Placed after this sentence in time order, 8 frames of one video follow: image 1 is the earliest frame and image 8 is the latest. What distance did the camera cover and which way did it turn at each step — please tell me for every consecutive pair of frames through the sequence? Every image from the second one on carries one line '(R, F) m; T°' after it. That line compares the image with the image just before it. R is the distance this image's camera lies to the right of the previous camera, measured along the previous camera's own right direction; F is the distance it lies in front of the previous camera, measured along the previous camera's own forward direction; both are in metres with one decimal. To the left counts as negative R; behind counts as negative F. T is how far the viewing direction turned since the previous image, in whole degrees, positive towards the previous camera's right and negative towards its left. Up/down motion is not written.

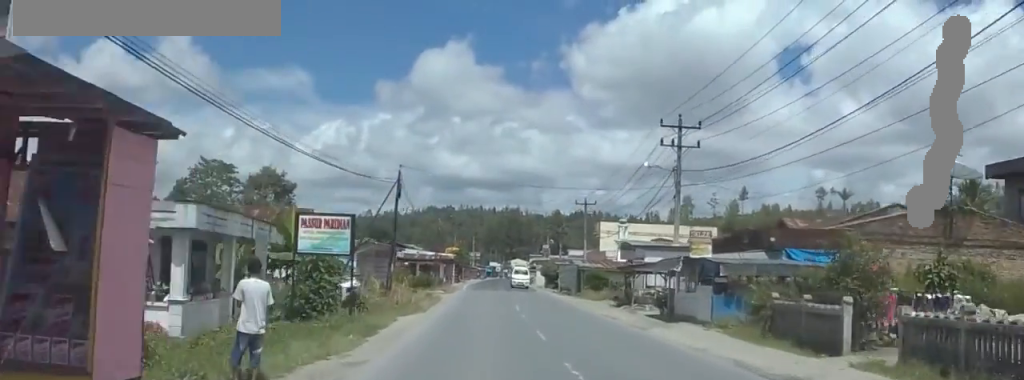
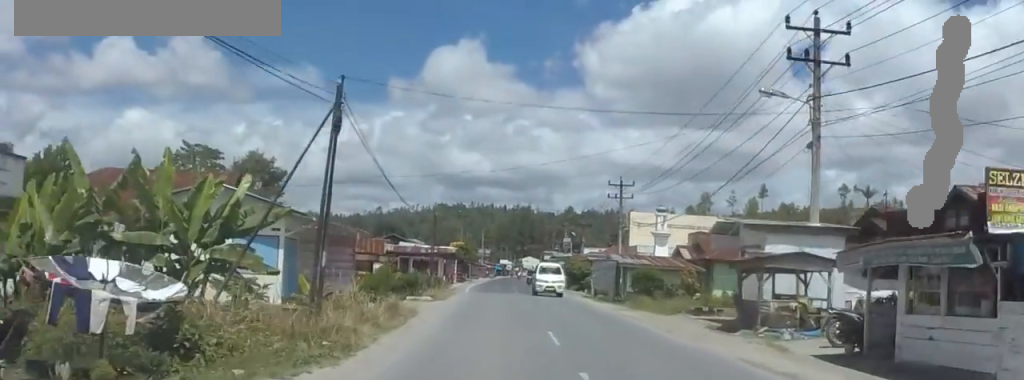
(-0.7, +17.8) m; -5°
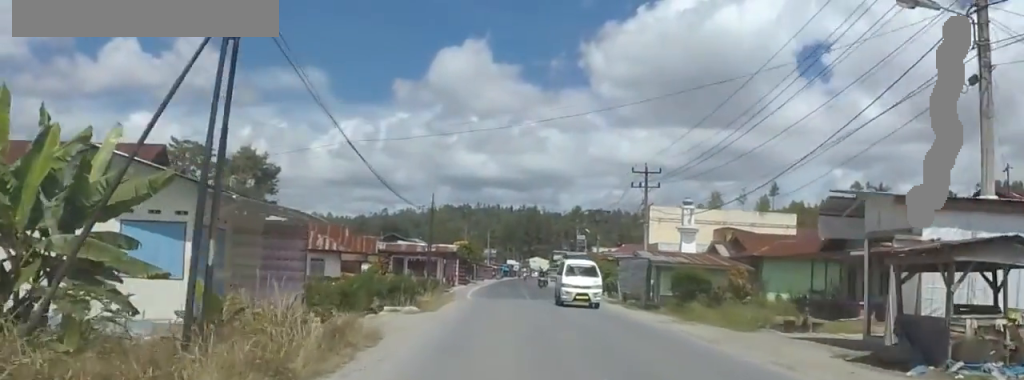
(-0.2, +9.2) m; -1°
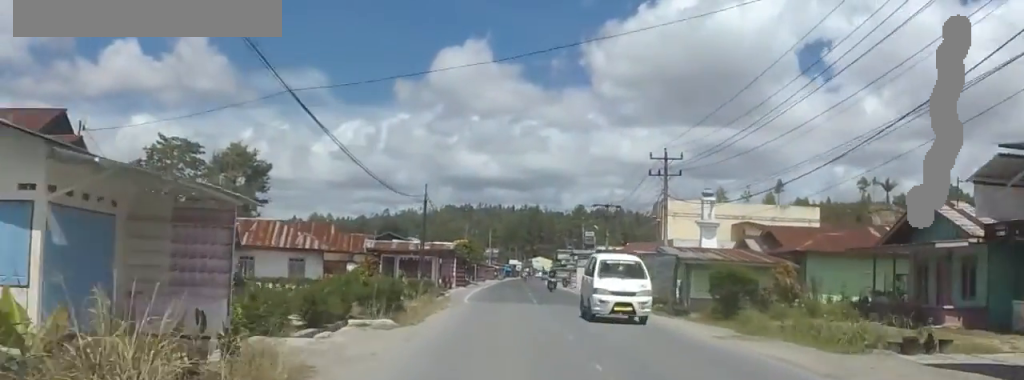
(0.0, +6.7) m; 0°
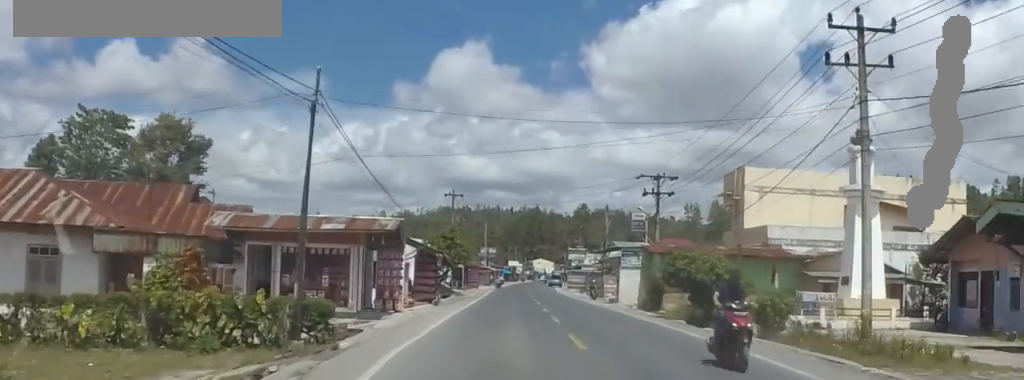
(+2.4, +29.8) m; +6°
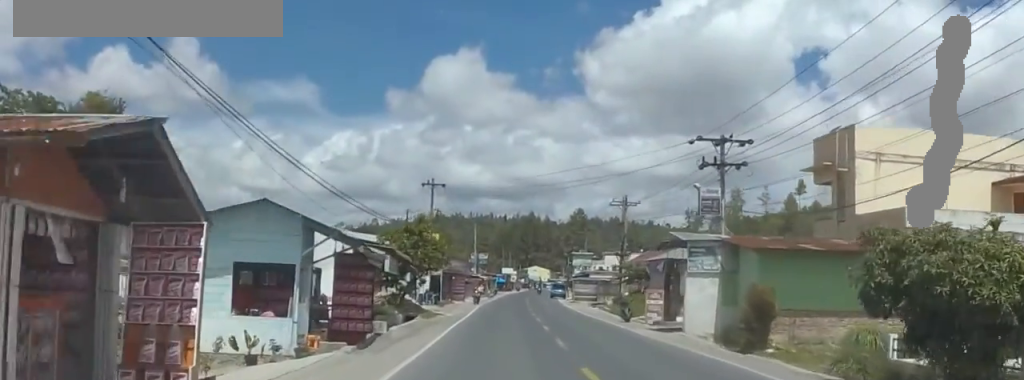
(-1.5, +20.2) m; -5°
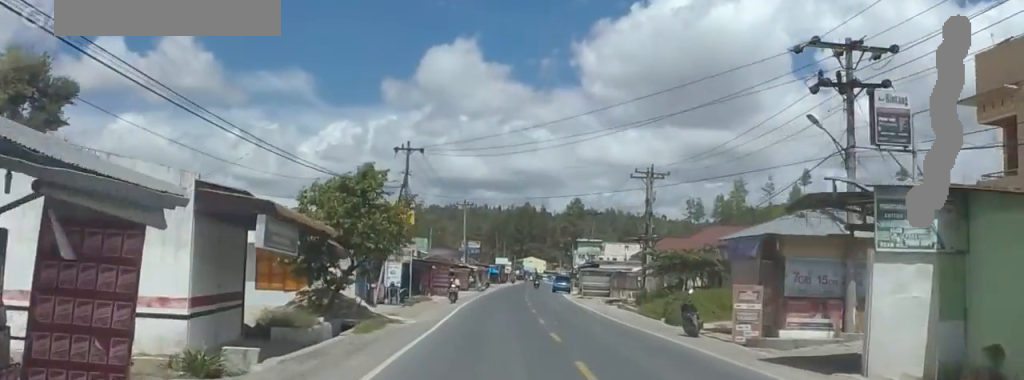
(0.0, +16.7) m; +1°
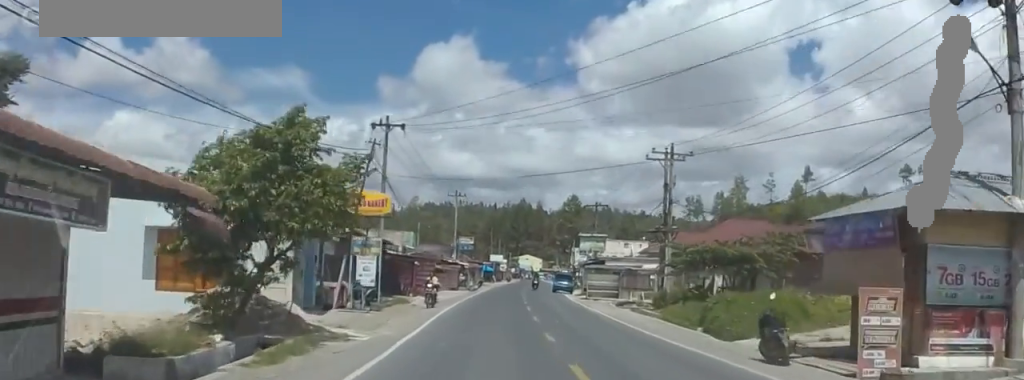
(-0.2, +9.2) m; +3°
